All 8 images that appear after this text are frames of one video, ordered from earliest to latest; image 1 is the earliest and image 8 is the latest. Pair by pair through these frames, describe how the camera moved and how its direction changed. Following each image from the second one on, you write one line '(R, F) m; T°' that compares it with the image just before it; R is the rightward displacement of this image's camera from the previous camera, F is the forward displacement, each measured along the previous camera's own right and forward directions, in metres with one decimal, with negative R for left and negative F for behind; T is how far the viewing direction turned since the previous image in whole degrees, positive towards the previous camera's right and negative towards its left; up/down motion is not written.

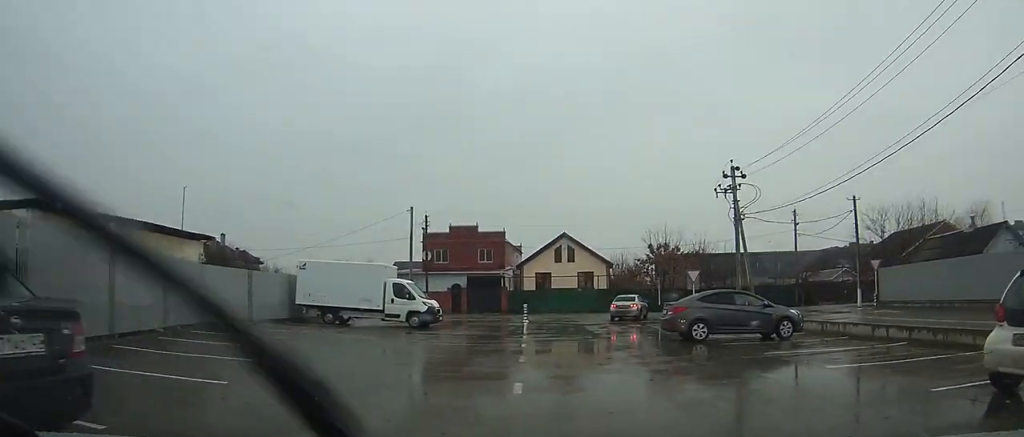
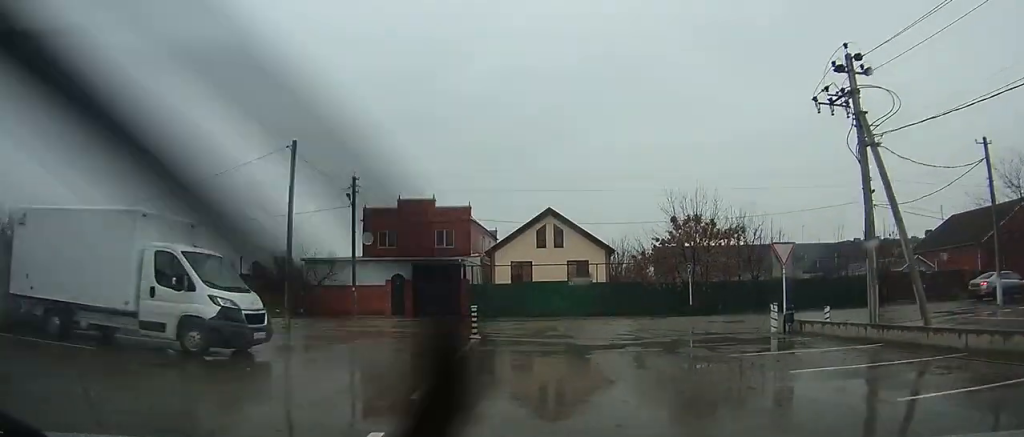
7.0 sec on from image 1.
(-0.2, +15.5) m; +3°
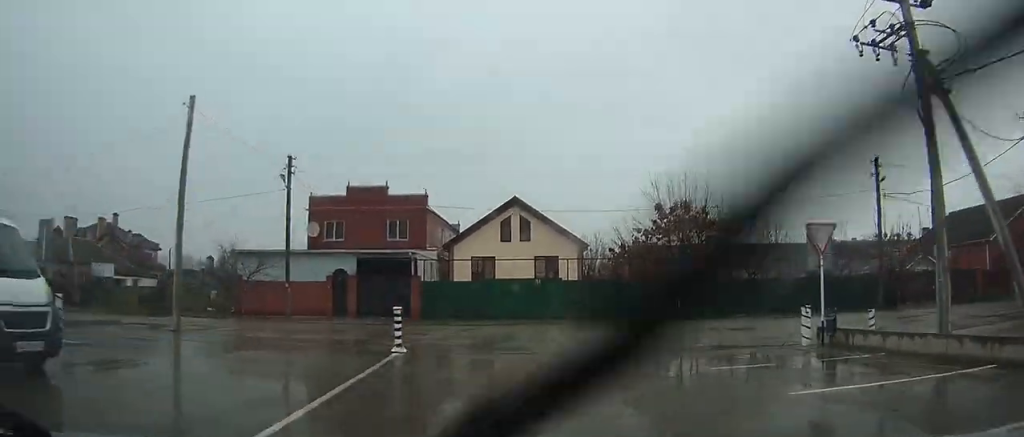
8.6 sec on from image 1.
(+0.1, +4.6) m; +5°
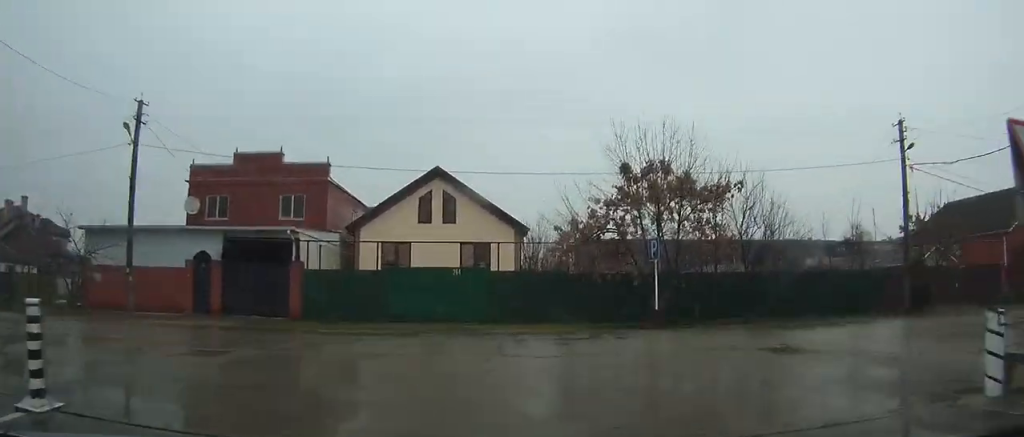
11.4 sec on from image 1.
(+0.5, +8.3) m; +17°
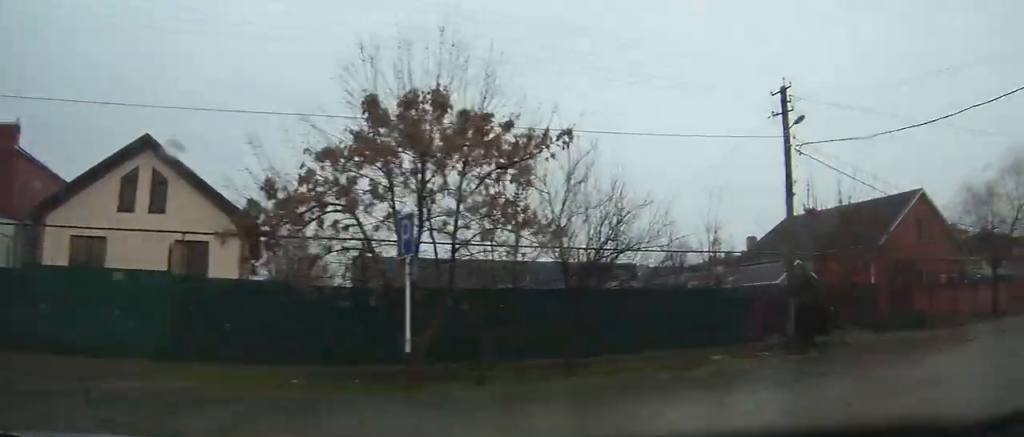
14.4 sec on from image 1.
(+2.1, +8.8) m; +33°
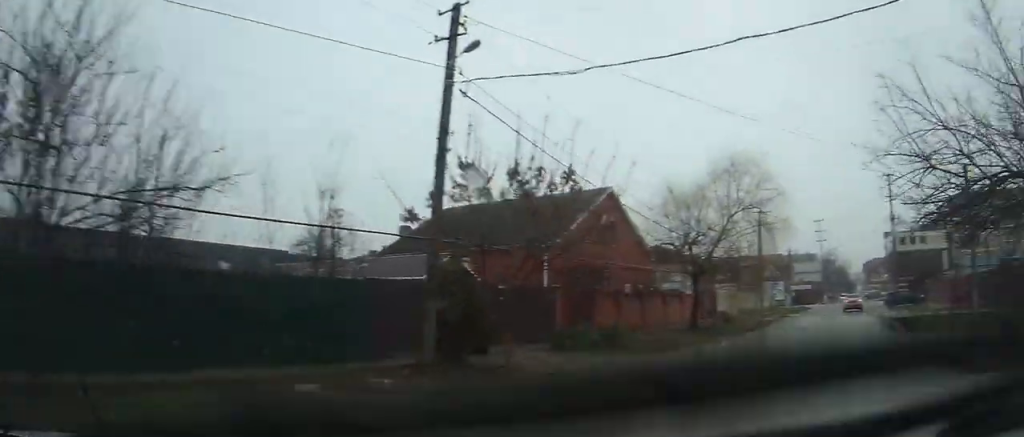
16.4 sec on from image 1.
(+1.5, +6.1) m; +22°
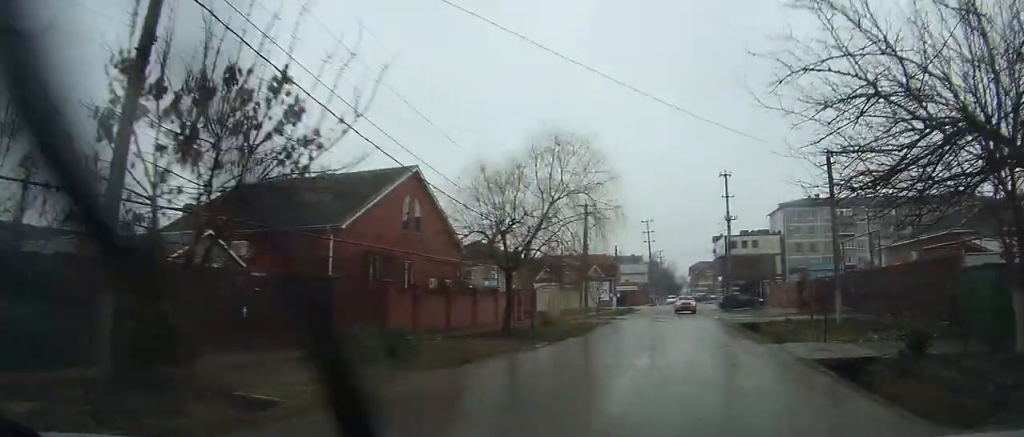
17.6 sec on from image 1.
(+0.6, +4.2) m; +7°
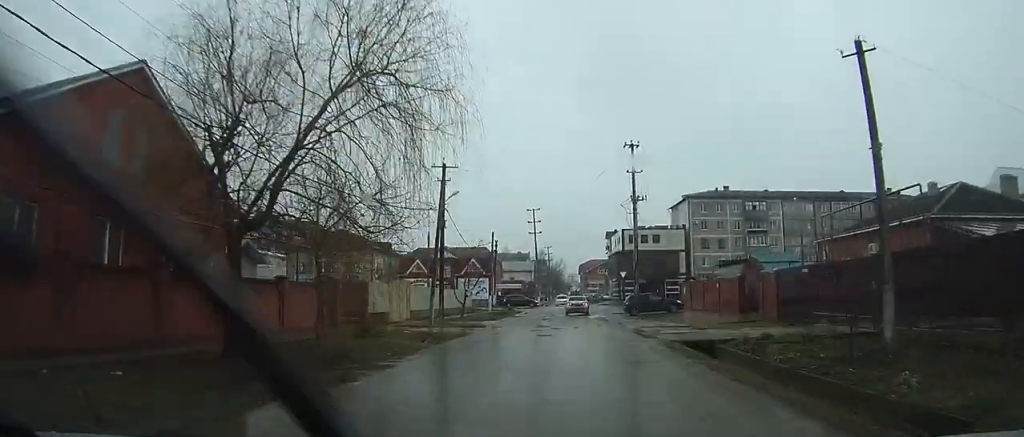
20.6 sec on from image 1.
(+1.5, +11.5) m; +8°
